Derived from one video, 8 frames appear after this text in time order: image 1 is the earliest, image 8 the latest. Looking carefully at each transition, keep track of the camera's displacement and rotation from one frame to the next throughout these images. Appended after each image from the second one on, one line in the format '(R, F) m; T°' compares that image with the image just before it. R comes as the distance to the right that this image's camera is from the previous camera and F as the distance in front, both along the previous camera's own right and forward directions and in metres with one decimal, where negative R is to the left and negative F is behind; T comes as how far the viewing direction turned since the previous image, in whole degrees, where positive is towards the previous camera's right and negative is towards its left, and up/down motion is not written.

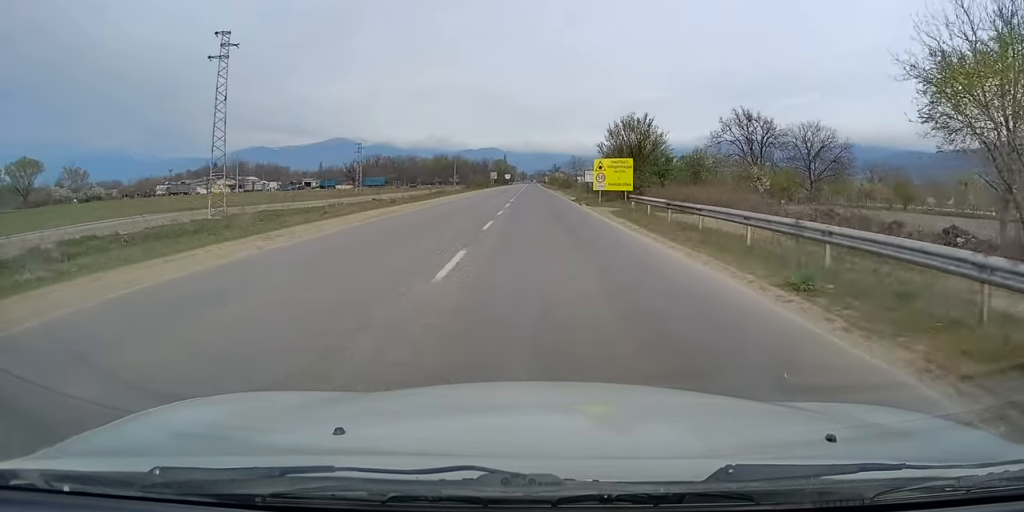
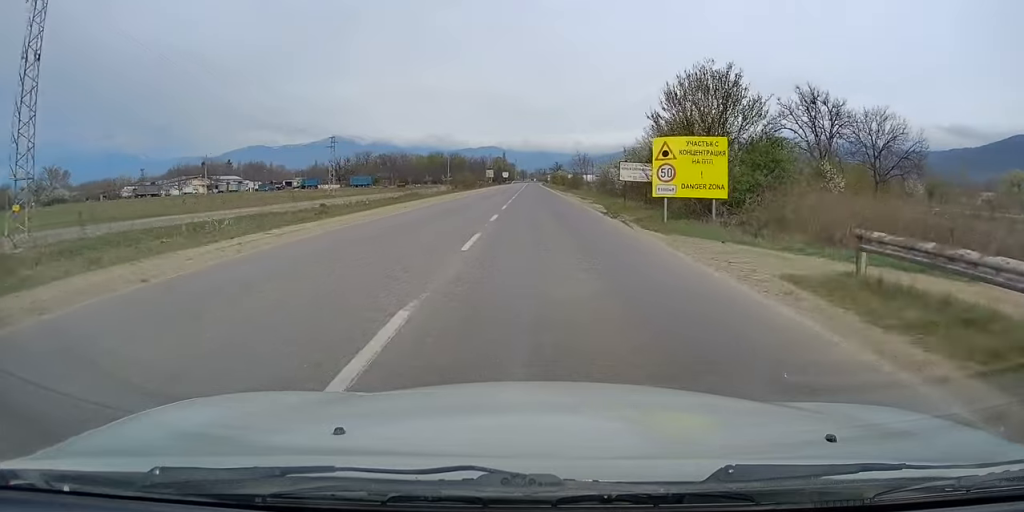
(0.0, +20.2) m; 0°
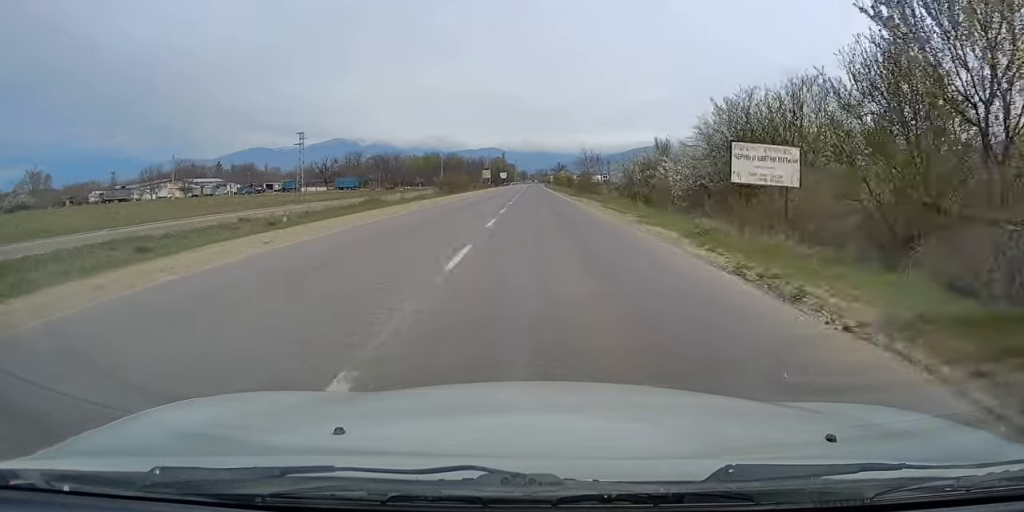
(0.0, +17.8) m; 0°
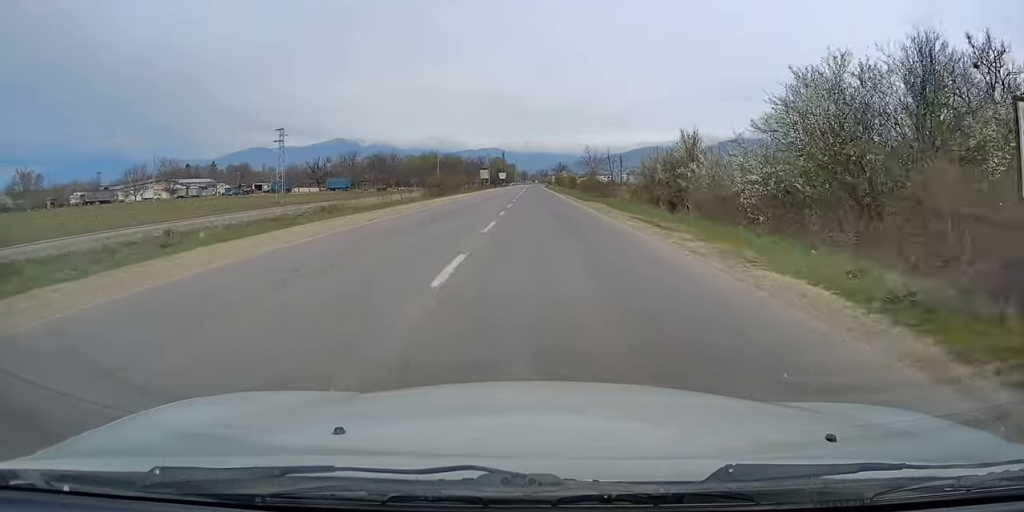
(0.0, +9.1) m; 0°
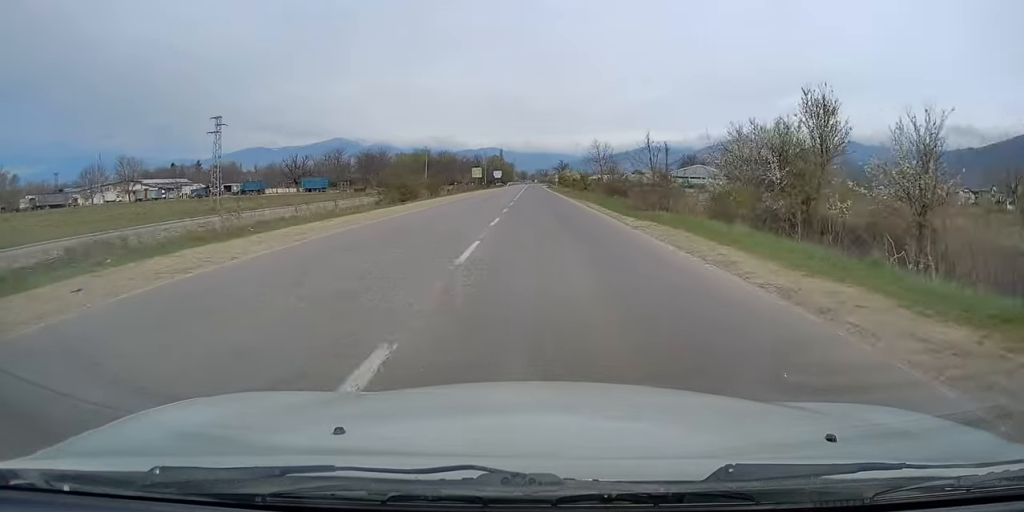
(-0.1, +20.8) m; 0°
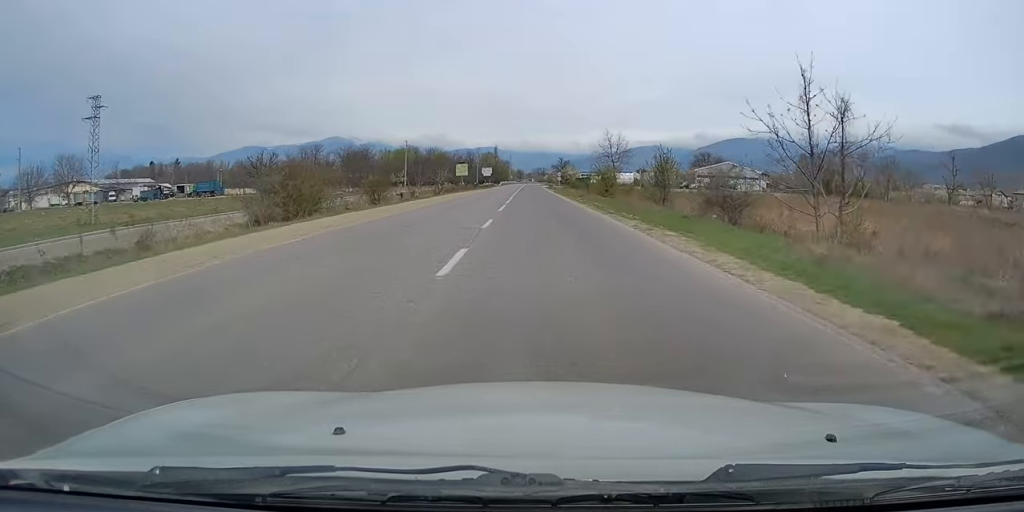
(+0.1, +24.0) m; +1°
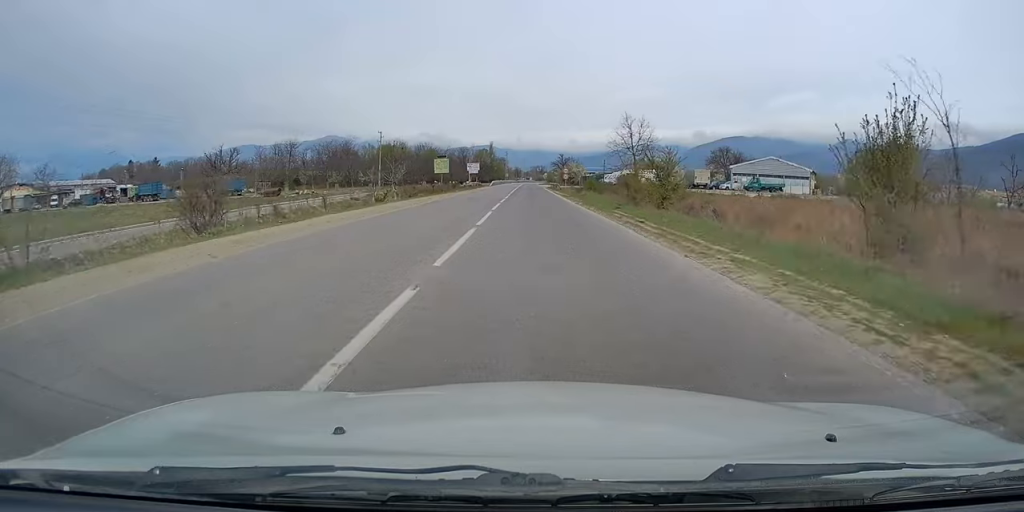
(+0.1, +23.8) m; 0°
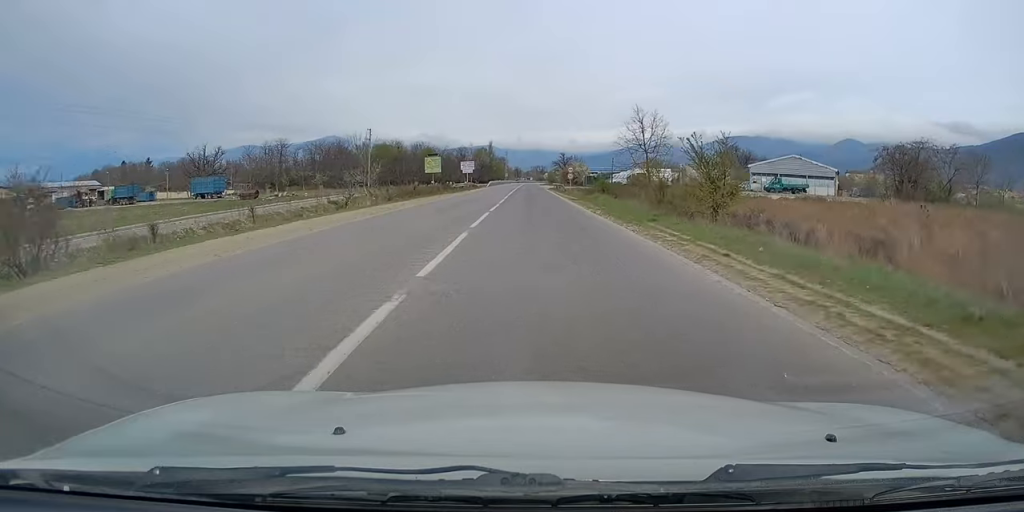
(-0.1, +8.5) m; 0°
